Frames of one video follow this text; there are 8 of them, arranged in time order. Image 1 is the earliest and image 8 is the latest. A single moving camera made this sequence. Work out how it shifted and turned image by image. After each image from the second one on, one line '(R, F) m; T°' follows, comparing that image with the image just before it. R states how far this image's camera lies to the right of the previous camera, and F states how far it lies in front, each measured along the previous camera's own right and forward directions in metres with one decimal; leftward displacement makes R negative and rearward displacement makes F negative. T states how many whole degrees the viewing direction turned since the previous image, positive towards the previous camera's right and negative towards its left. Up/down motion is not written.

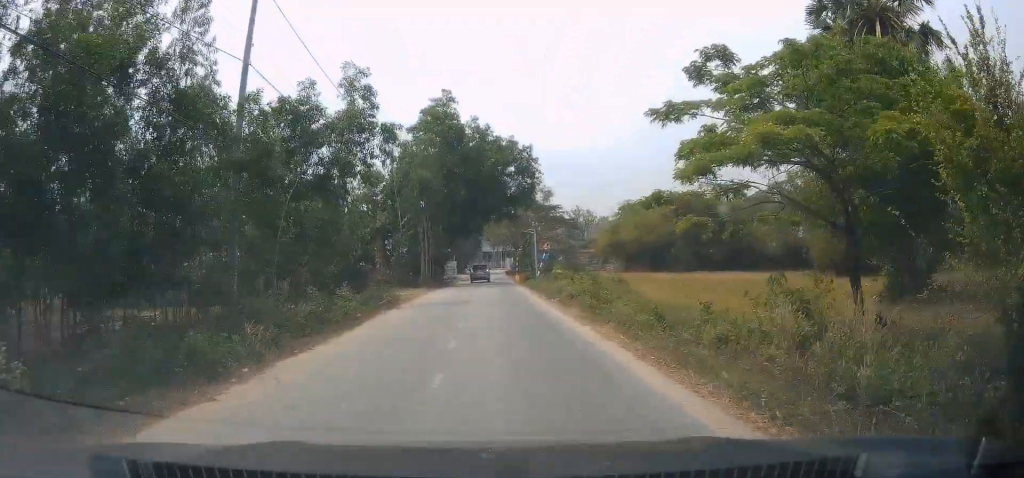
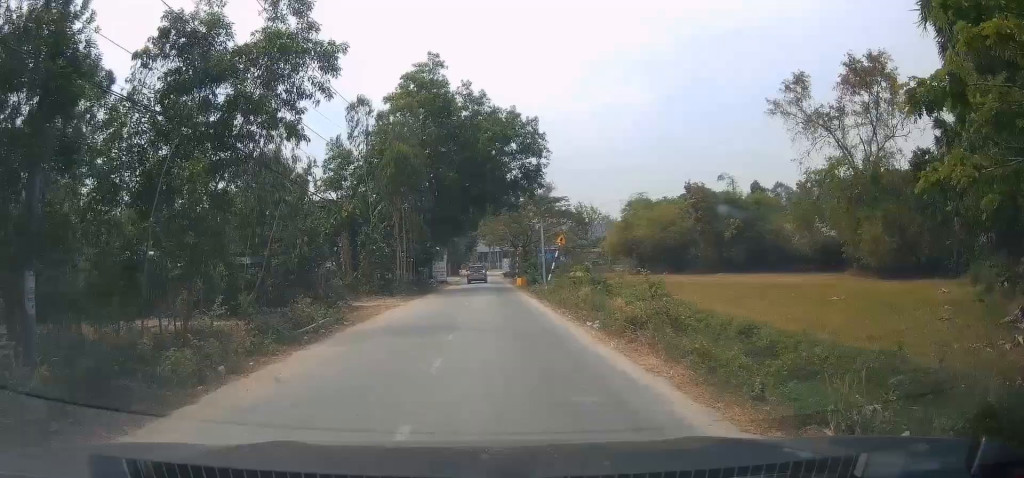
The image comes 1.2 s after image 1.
(+0.2, +11.4) m; +1°
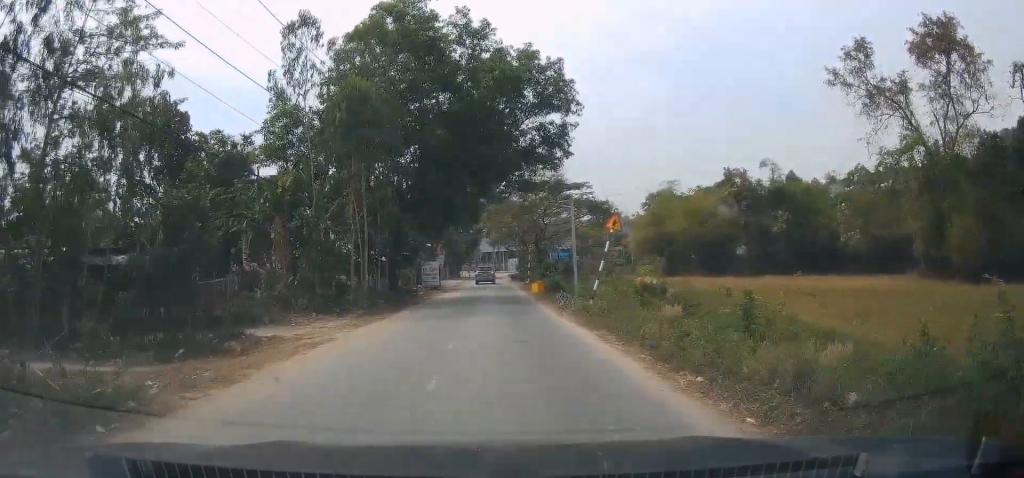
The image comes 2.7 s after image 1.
(-0.4, +13.8) m; -4°
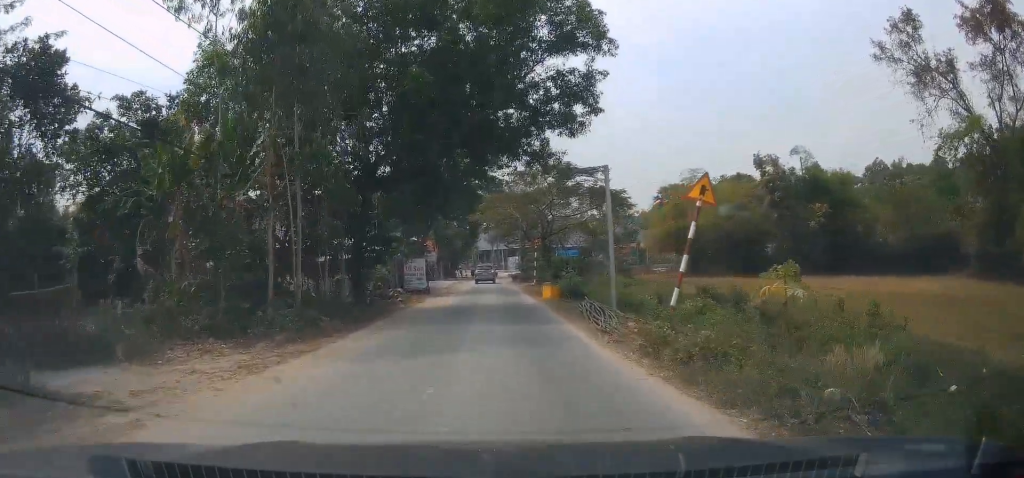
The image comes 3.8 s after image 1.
(-0.3, +9.3) m; -1°
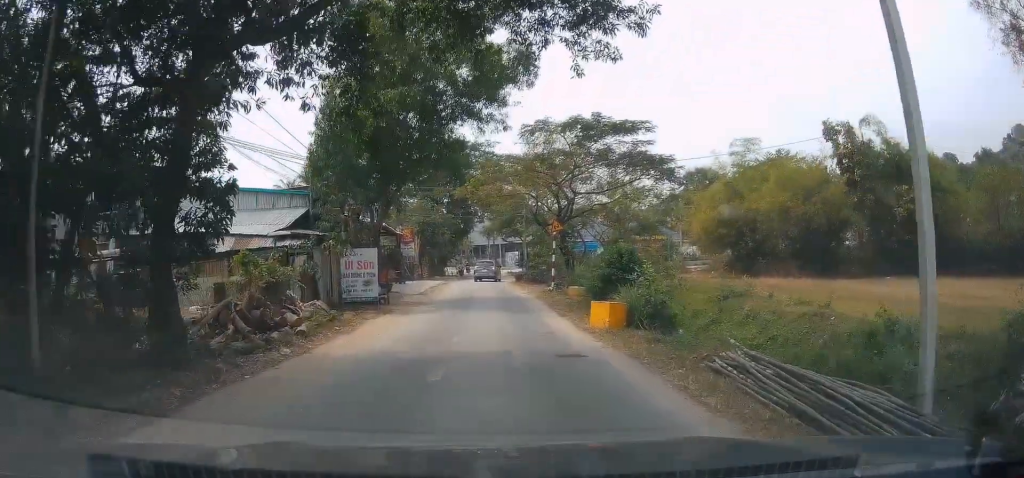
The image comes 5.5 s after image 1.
(+0.5, +15.6) m; +2°
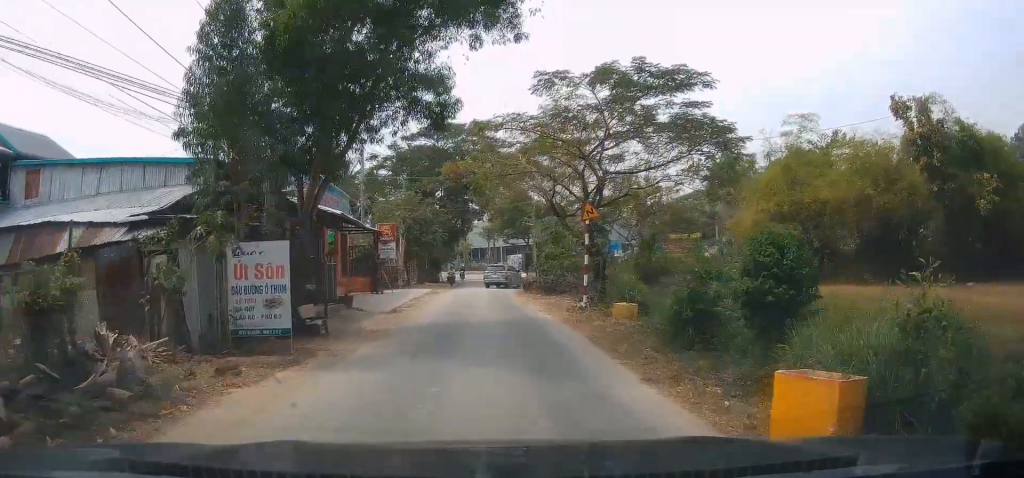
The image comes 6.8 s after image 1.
(-0.2, +10.7) m; 0°
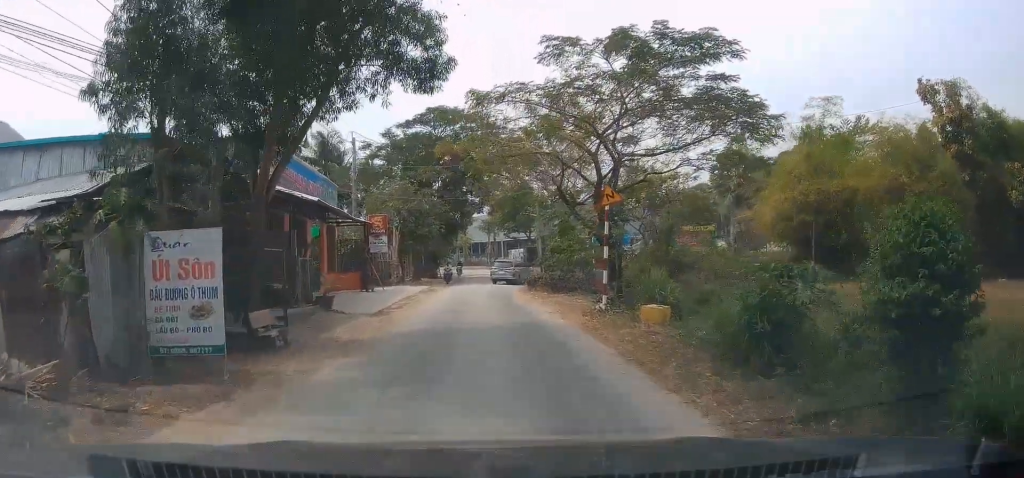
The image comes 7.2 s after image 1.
(0.0, +3.7) m; +1°
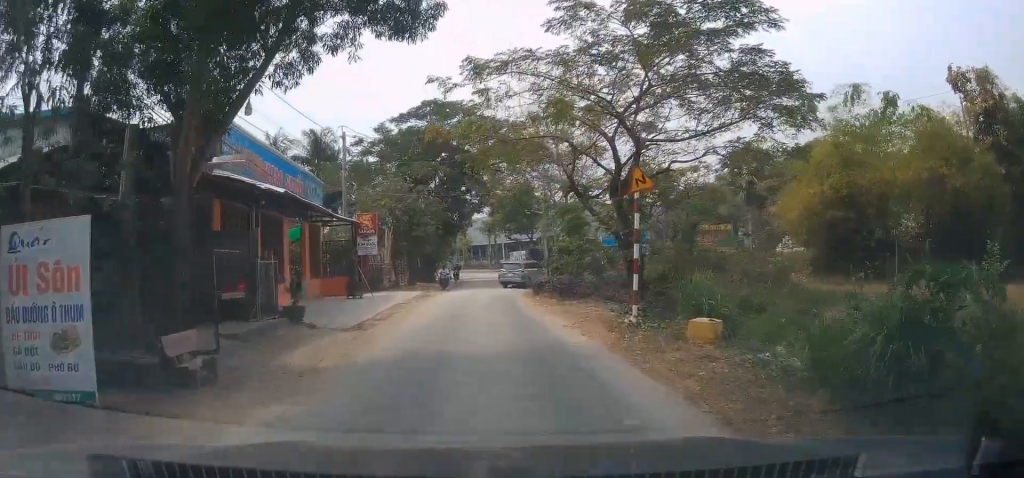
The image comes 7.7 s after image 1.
(+0.1, +4.2) m; 0°
